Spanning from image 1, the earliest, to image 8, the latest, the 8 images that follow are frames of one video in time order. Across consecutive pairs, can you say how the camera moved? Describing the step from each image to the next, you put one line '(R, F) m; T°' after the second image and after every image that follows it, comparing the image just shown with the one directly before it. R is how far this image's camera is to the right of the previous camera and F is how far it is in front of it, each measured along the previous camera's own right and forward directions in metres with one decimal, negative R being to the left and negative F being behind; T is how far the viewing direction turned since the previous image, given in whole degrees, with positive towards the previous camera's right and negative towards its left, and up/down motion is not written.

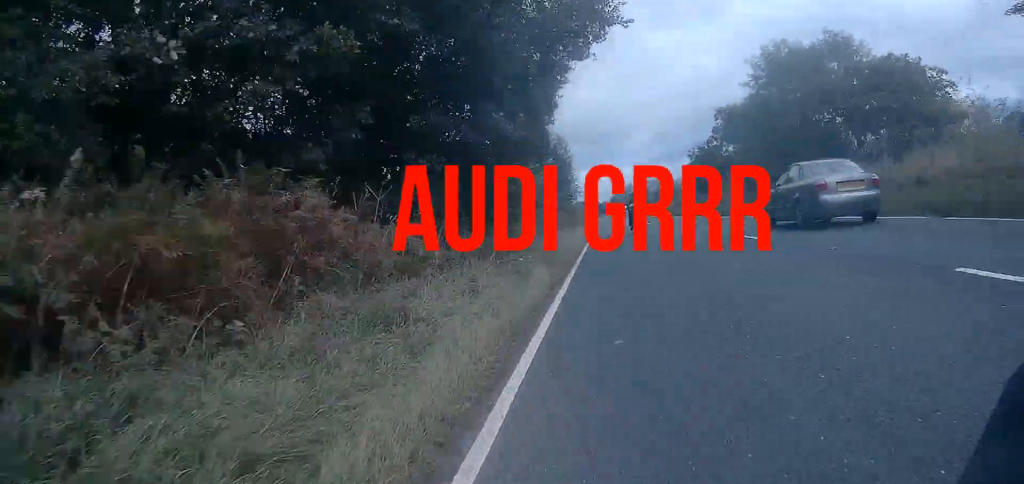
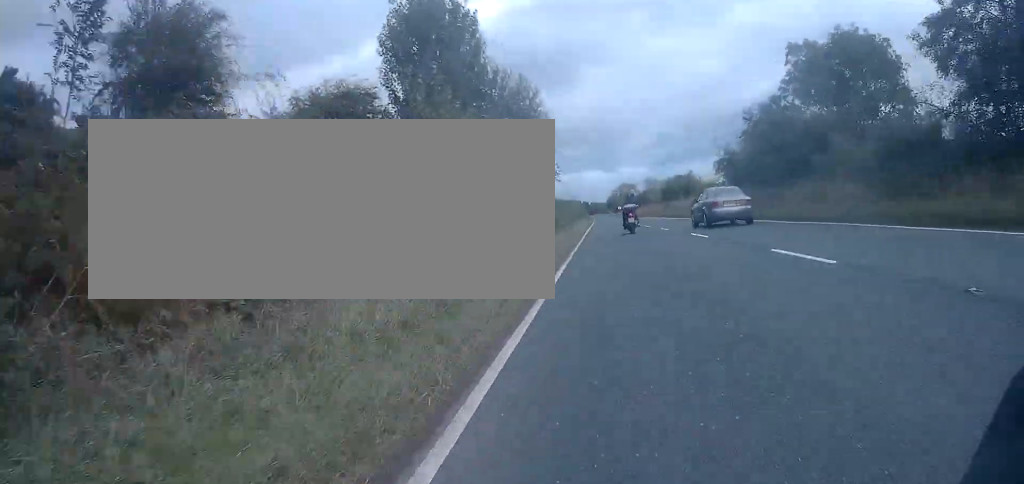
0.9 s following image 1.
(+0.1, +22.6) m; 0°
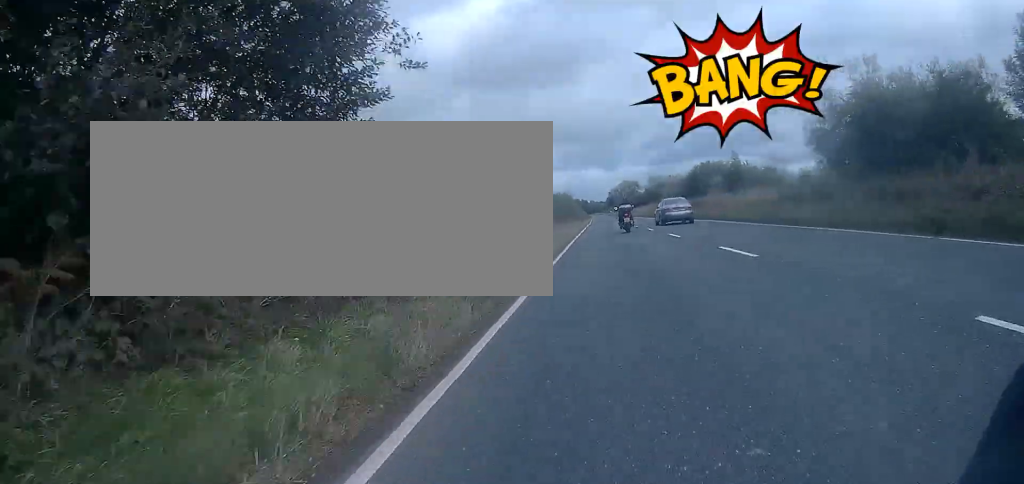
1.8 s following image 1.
(0.0, +24.3) m; 0°
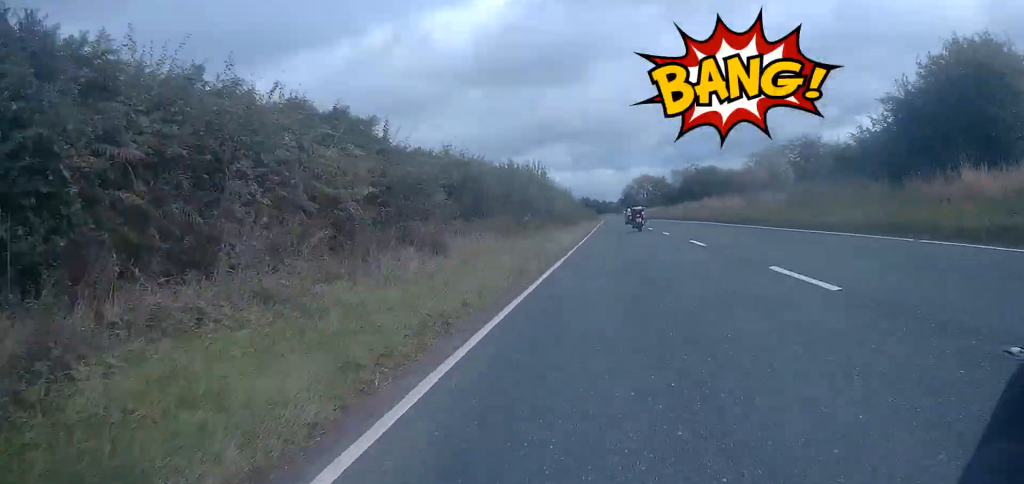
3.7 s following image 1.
(-0.5, +49.7) m; -1°
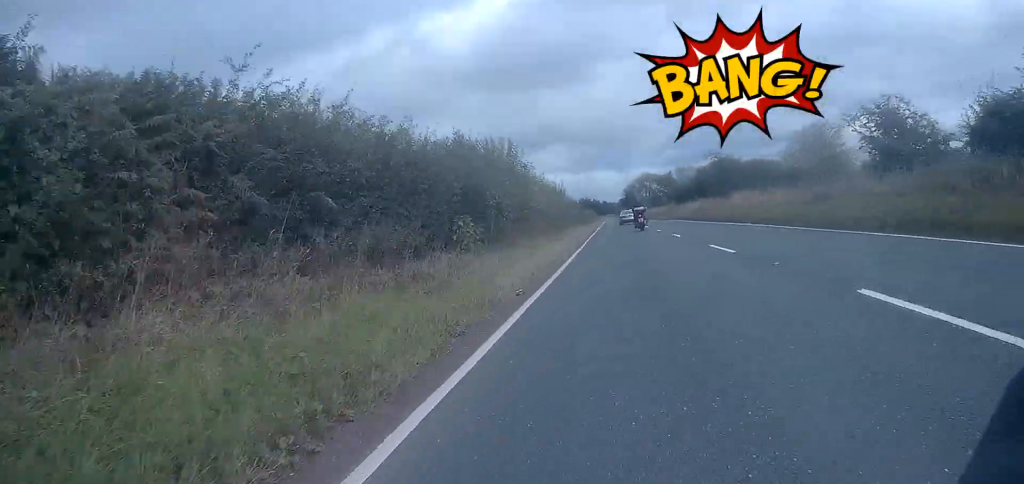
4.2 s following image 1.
(0.0, +12.3) m; 0°
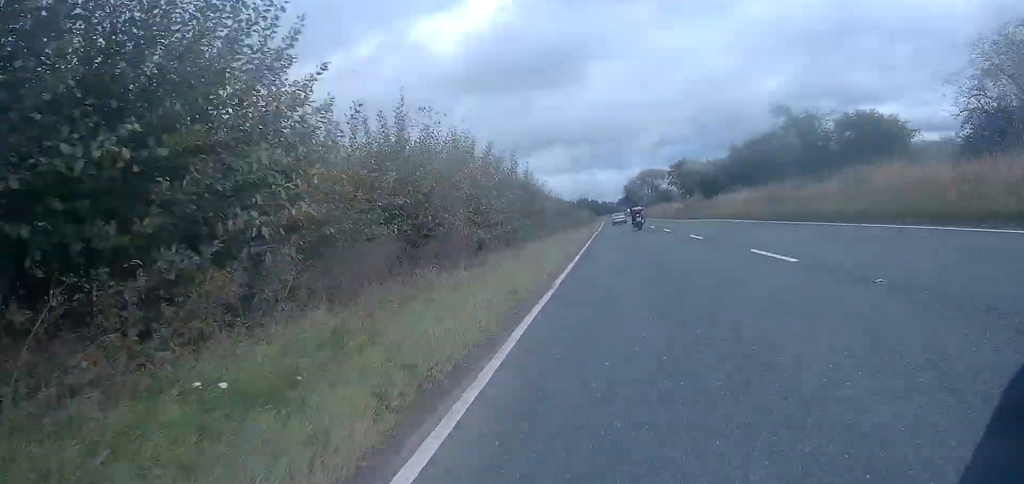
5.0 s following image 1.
(+0.1, +21.9) m; 0°
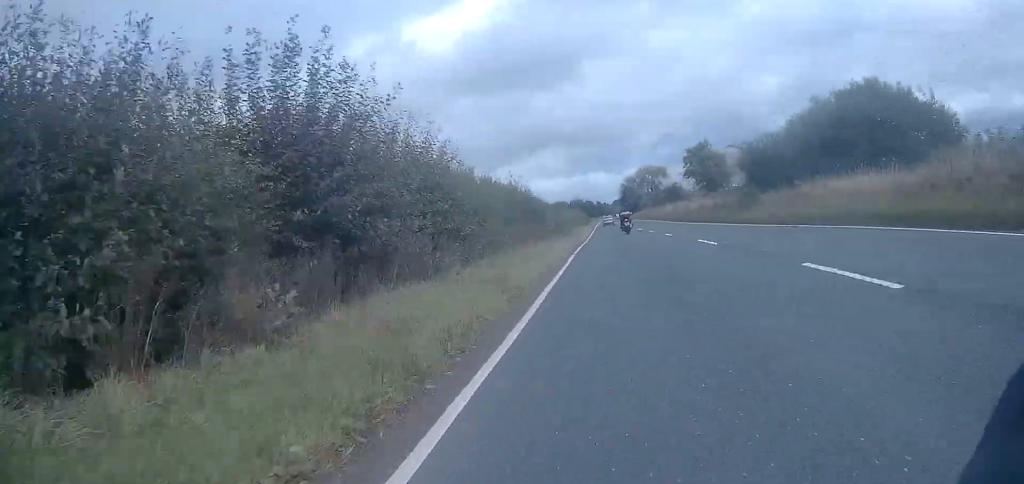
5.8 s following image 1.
(+0.1, +21.9) m; 0°
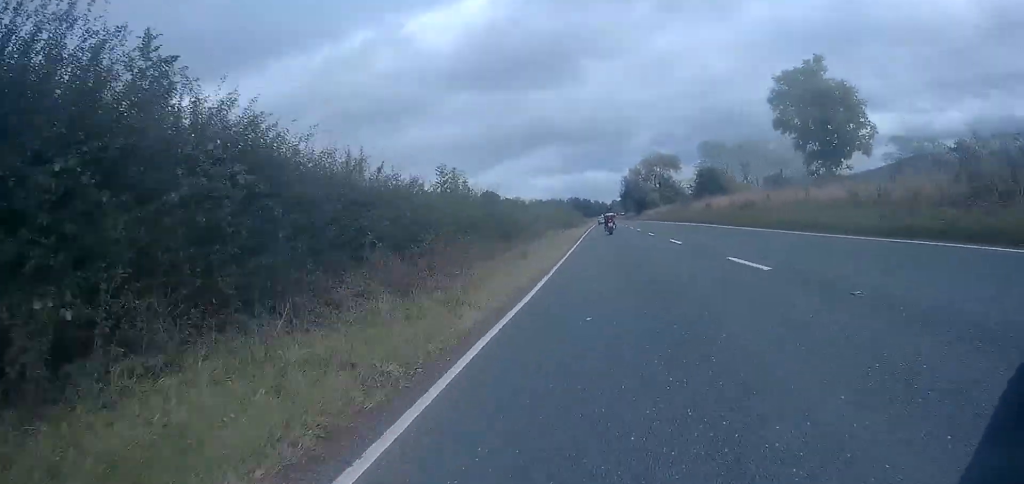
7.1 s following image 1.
(-0.2, +34.3) m; -1°
